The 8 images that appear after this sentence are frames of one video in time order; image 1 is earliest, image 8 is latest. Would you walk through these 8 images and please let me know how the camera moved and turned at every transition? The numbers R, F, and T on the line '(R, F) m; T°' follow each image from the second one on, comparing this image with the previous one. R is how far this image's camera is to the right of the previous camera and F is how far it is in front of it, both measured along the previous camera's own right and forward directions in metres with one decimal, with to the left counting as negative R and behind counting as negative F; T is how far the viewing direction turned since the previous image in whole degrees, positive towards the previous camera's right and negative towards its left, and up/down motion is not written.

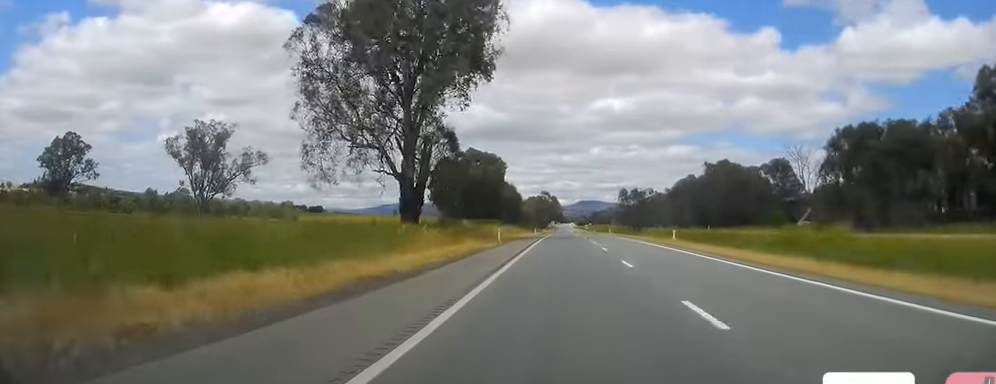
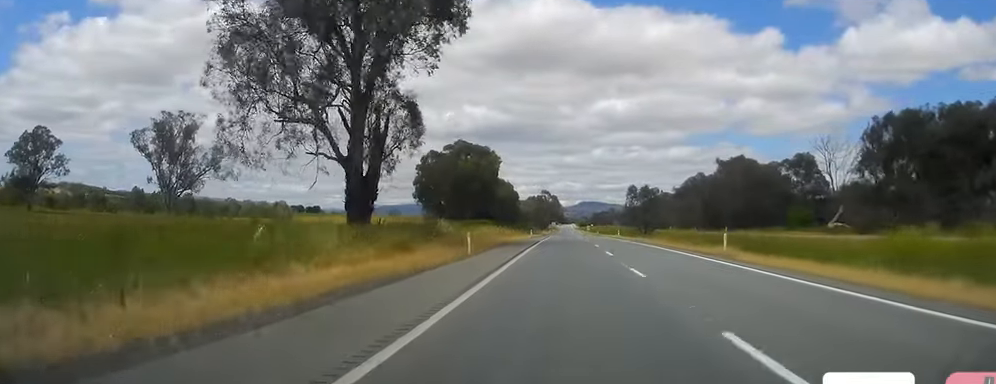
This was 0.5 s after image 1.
(0.0, +15.3) m; -1°
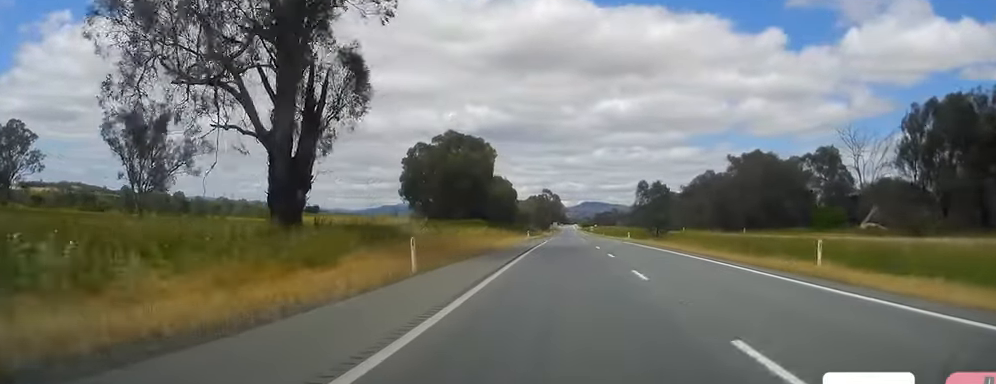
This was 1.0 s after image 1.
(+0.2, +12.4) m; -1°
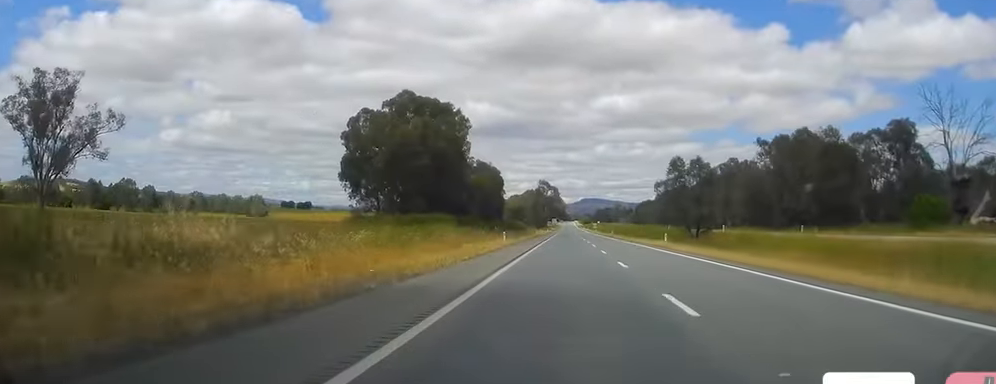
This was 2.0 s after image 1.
(-0.7, +30.6) m; -1°
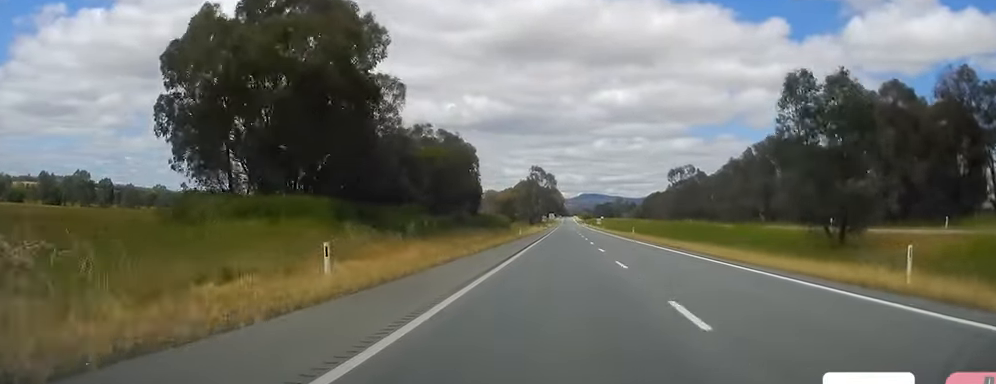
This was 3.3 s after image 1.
(+0.4, +37.3) m; +1°
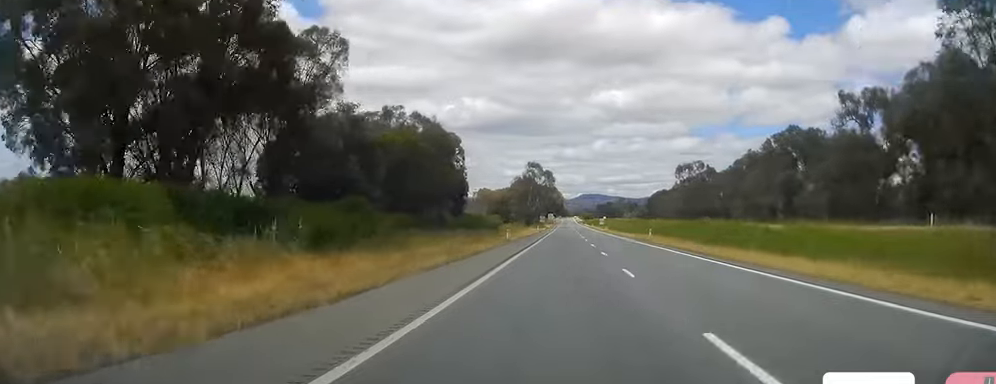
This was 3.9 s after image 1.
(0.0, +15.3) m; 0°
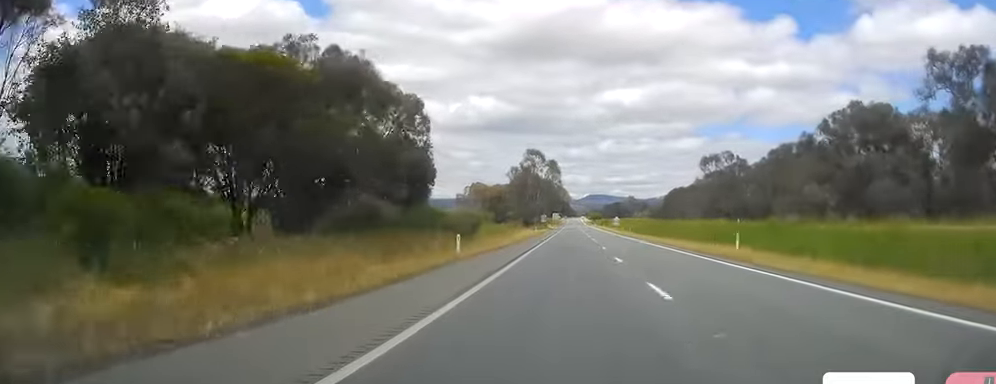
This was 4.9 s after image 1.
(0.0, +28.8) m; 0°
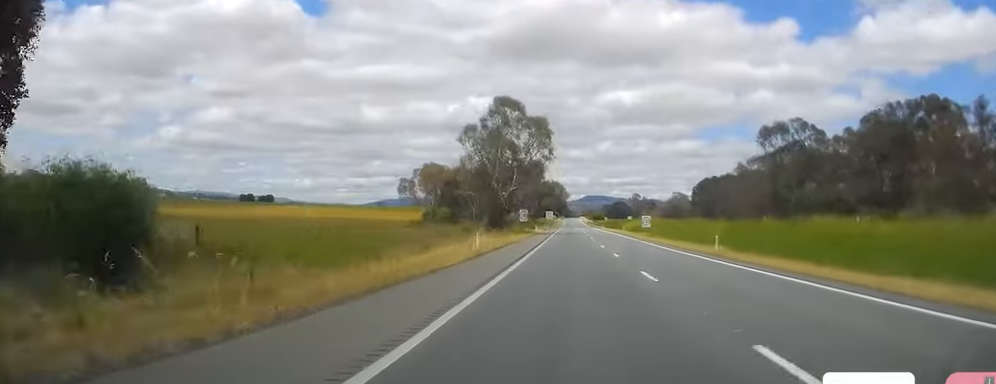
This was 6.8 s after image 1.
(0.0, +55.6) m; 0°
